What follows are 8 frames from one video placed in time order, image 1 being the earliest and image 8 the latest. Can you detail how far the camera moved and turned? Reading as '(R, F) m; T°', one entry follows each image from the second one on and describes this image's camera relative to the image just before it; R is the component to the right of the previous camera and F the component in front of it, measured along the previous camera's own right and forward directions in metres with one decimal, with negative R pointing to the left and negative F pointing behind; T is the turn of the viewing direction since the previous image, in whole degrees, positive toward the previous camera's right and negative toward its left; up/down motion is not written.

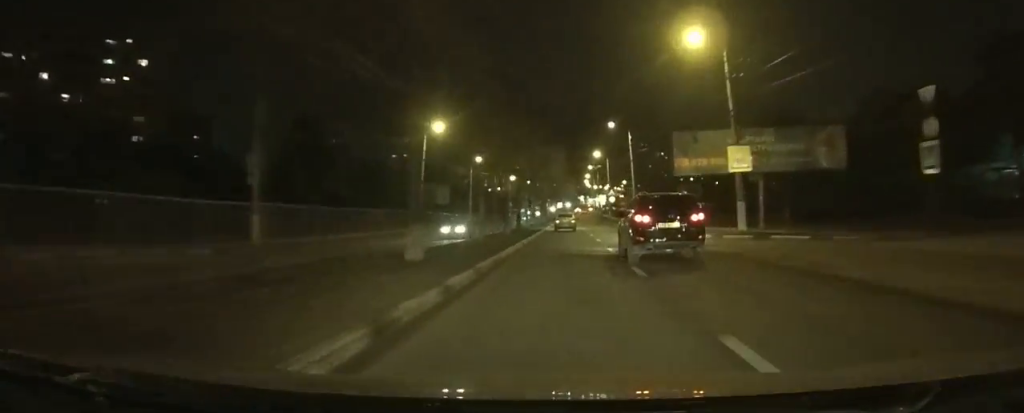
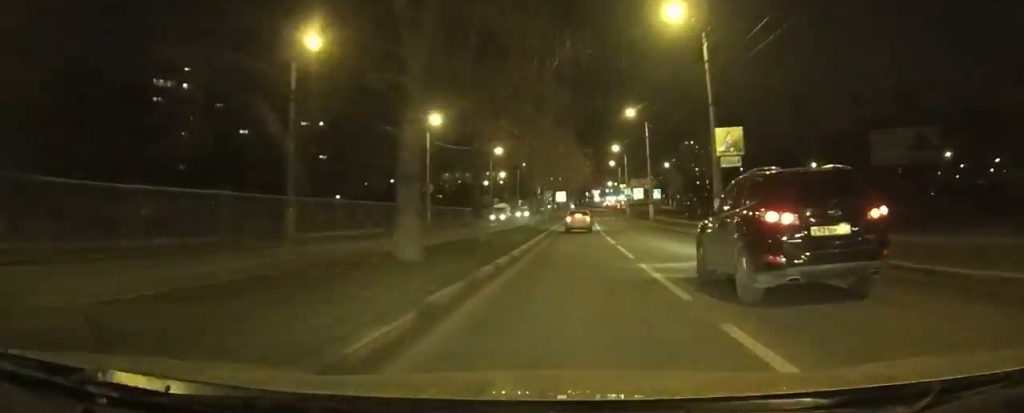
(-0.4, +78.2) m; 0°
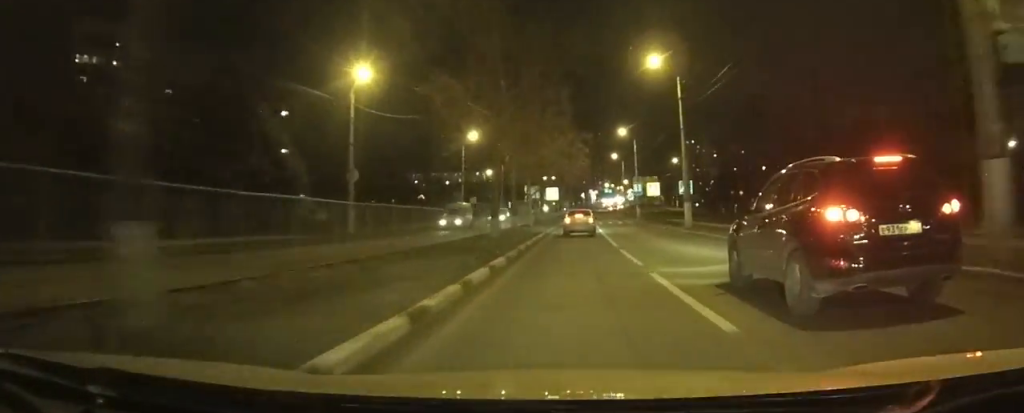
(-0.1, +16.1) m; 0°
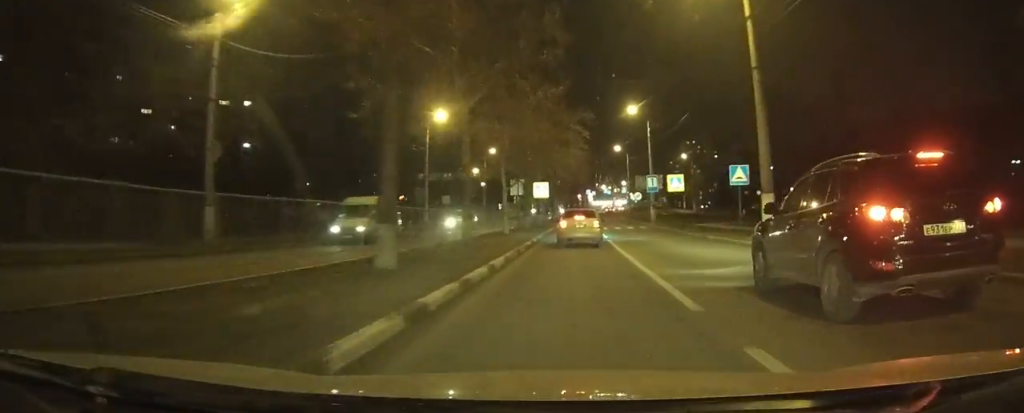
(0.0, +13.5) m; 0°
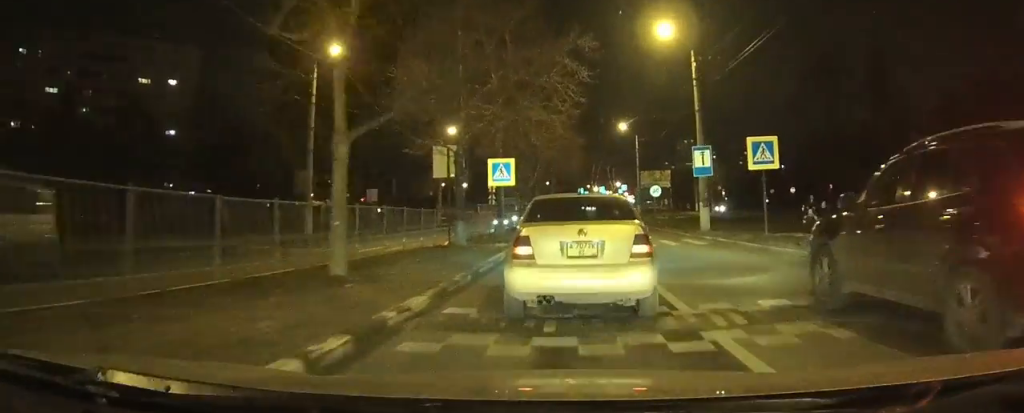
(+0.4, +26.5) m; +1°
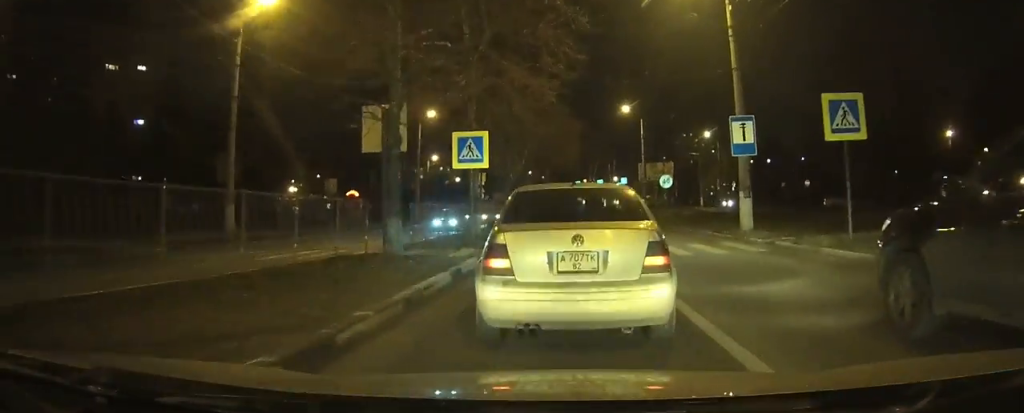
(+0.1, +12.9) m; 0°
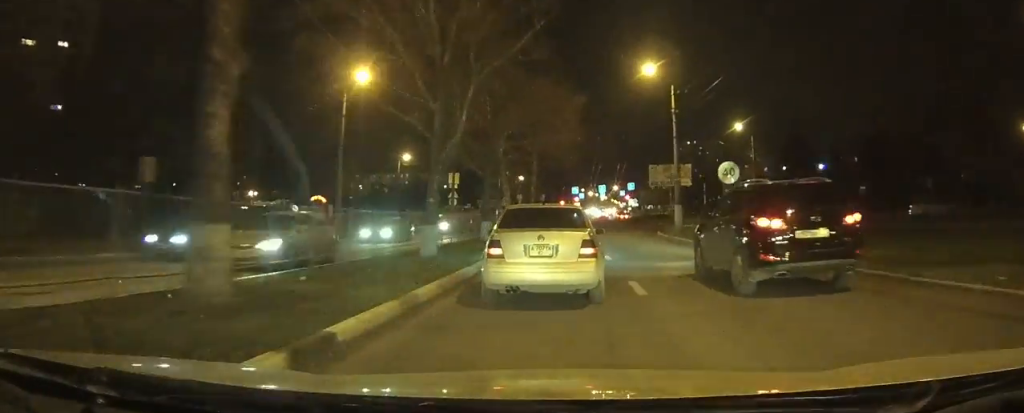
(0.0, +21.1) m; -1°
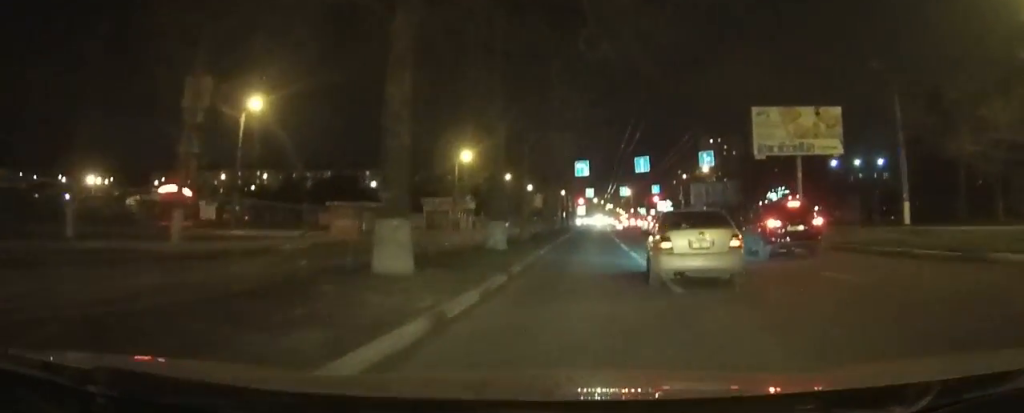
(-0.4, +38.6) m; +3°
